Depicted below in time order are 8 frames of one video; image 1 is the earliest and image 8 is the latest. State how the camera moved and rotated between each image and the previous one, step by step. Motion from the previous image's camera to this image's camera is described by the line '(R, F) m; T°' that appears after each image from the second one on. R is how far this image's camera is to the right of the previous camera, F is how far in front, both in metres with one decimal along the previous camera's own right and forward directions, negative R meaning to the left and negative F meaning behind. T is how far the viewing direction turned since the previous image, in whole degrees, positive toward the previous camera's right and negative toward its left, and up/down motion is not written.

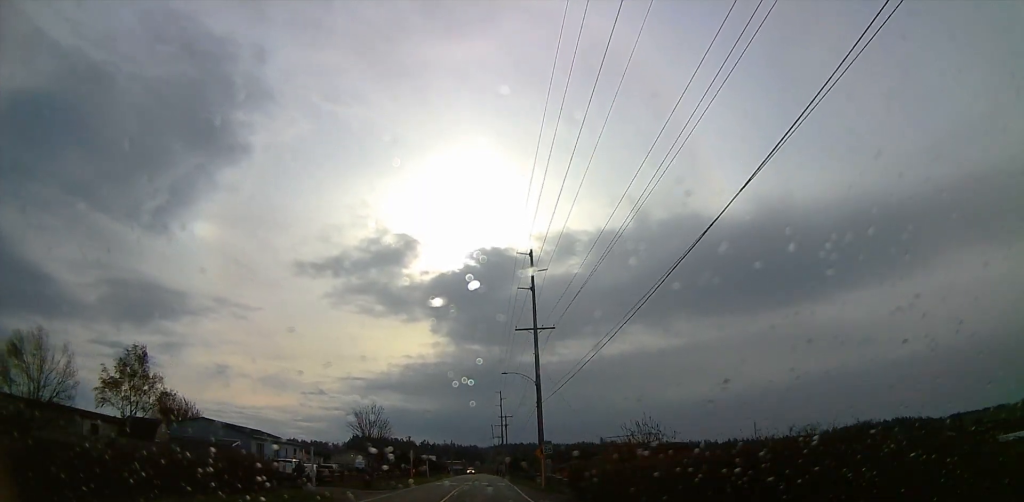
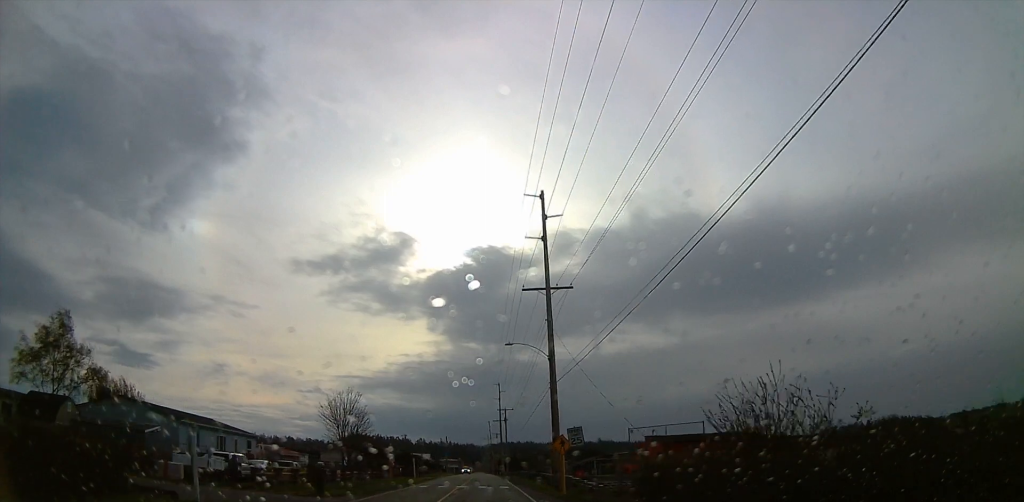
(-0.2, +12.0) m; 0°
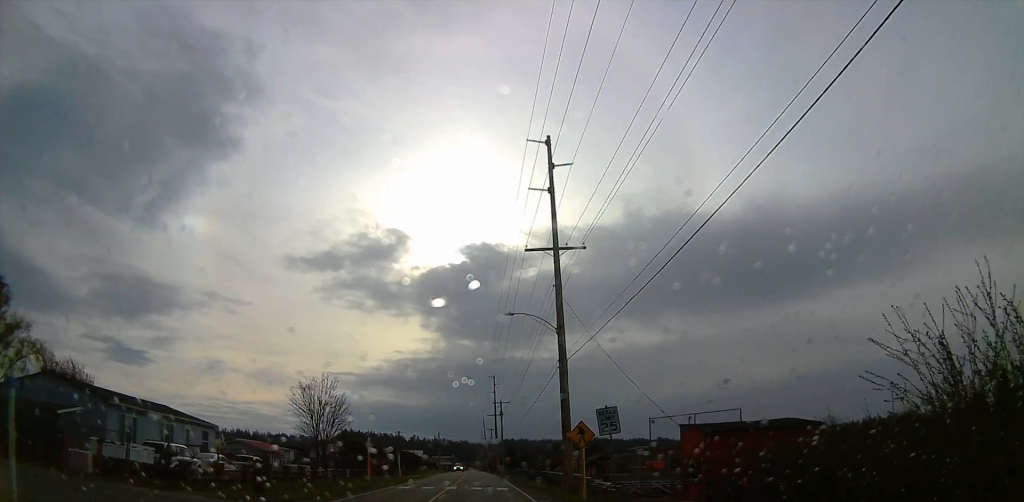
(-0.1, +7.7) m; 0°
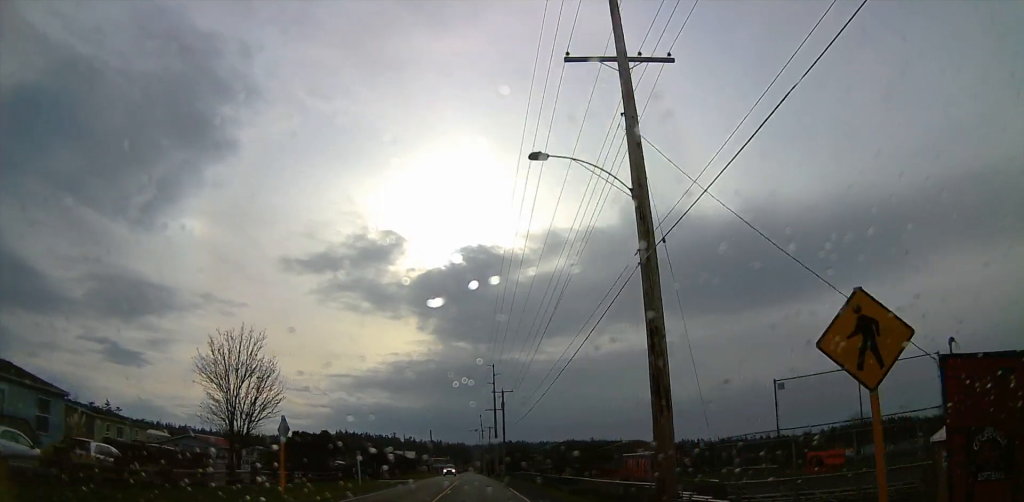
(+0.5, +17.3) m; +1°
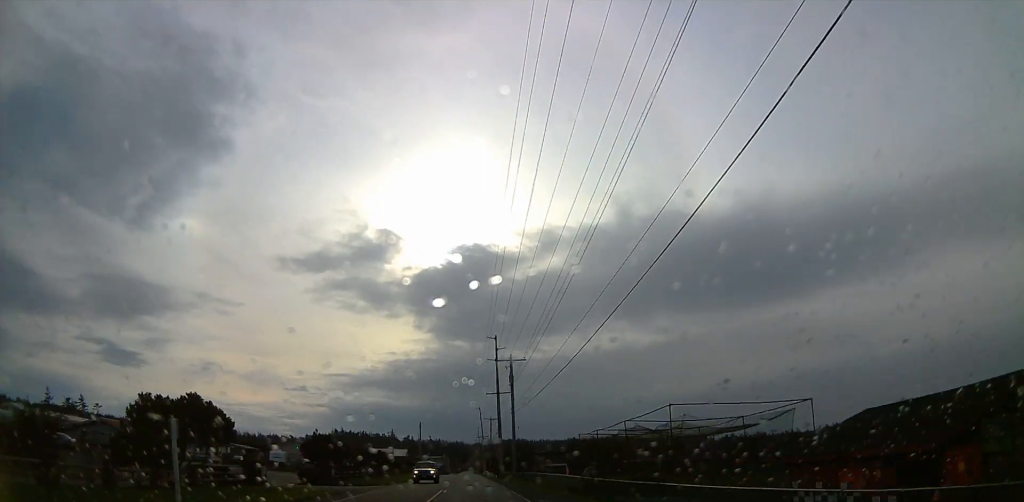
(-0.4, +23.9) m; -1°
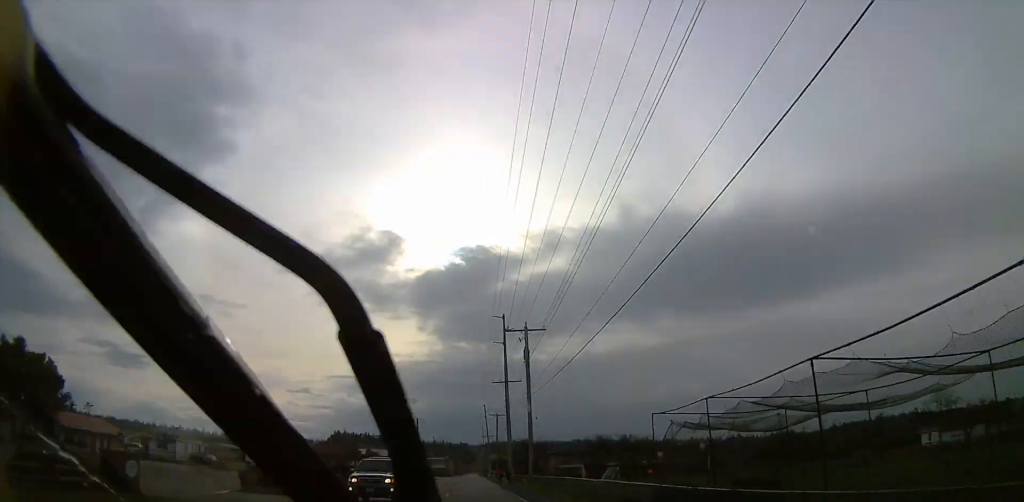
(+0.4, +12.5) m; +2°
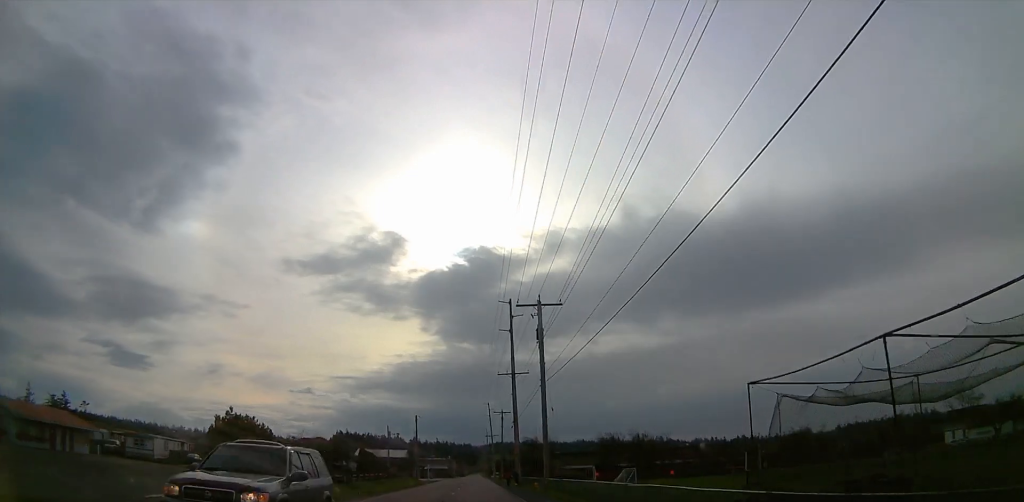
(+0.3, +6.4) m; -3°
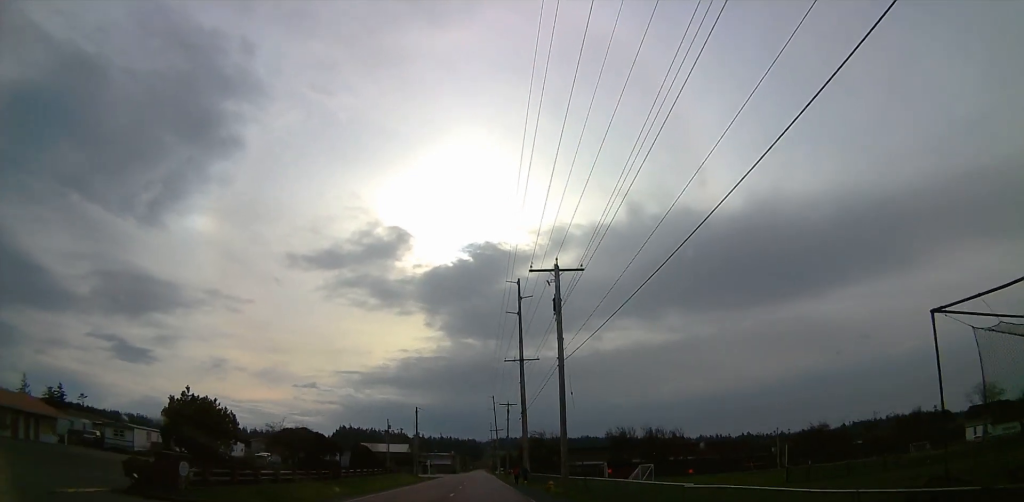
(-0.3, +5.3) m; -1°
